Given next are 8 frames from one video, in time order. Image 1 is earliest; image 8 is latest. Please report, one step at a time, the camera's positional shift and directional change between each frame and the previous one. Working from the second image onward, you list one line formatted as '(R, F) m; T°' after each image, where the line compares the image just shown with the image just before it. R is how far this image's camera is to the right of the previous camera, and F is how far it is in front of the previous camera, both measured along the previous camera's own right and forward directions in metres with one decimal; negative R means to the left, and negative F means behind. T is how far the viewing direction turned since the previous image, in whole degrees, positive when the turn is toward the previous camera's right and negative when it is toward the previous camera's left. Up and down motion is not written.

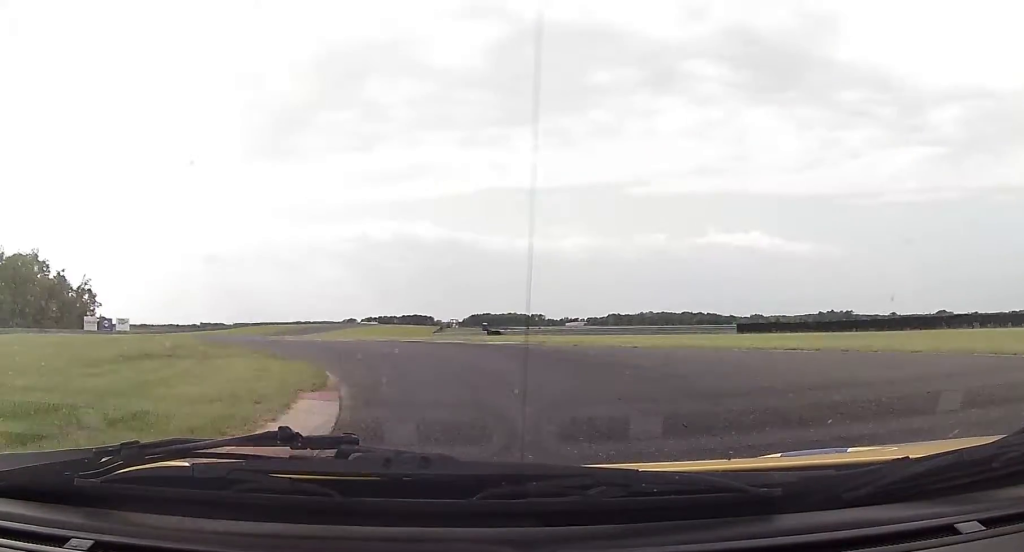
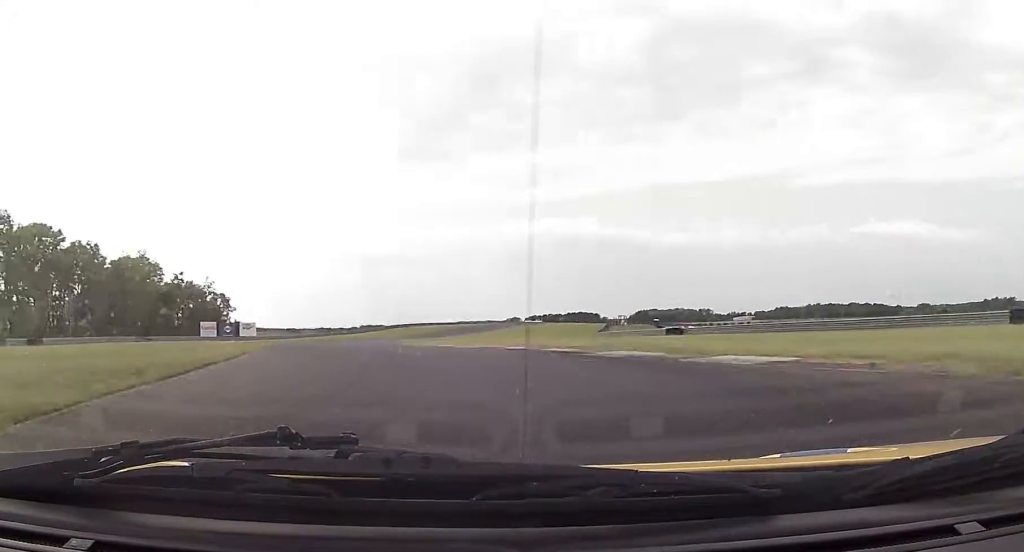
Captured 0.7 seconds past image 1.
(-1.9, +18.5) m; -13°
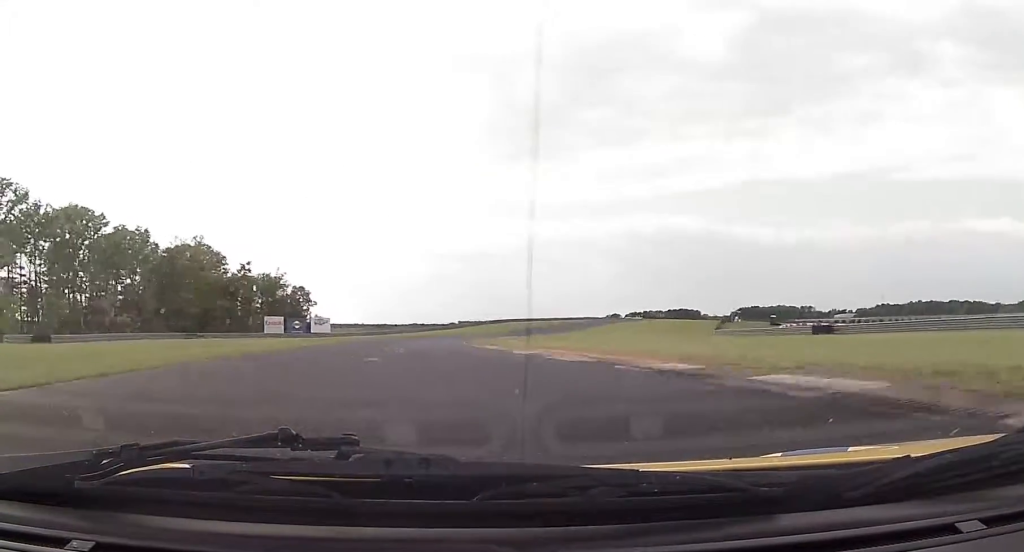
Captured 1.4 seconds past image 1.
(-1.6, +16.5) m; -10°
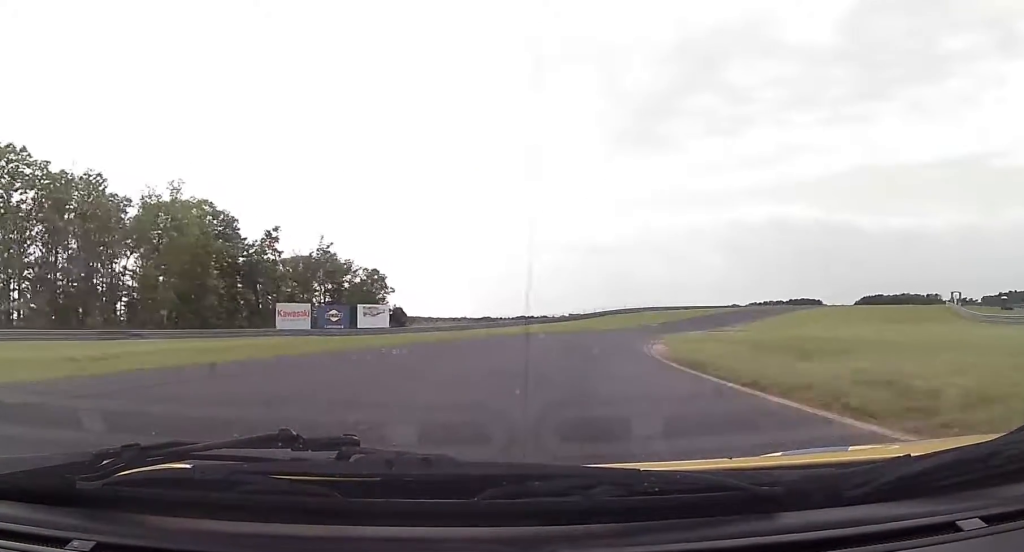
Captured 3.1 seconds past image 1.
(-7.9, +48.4) m; -11°
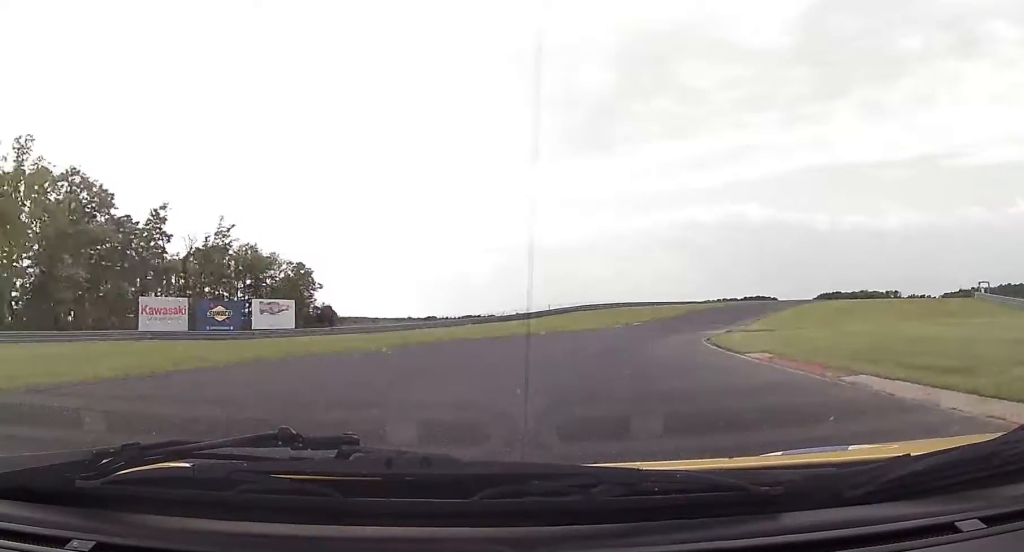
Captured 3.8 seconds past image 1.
(-0.1, +22.1) m; +1°
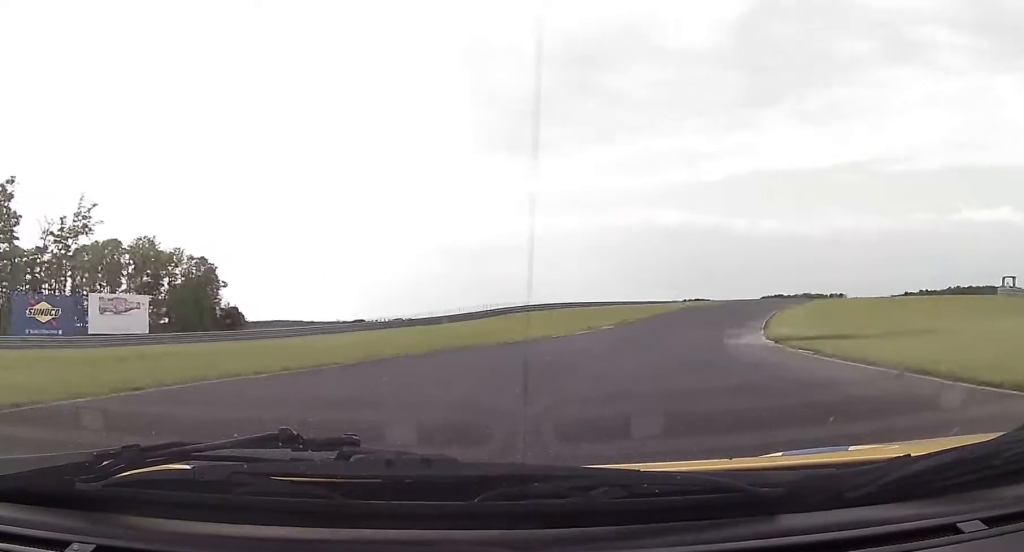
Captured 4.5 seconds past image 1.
(0.0, +20.3) m; +3°
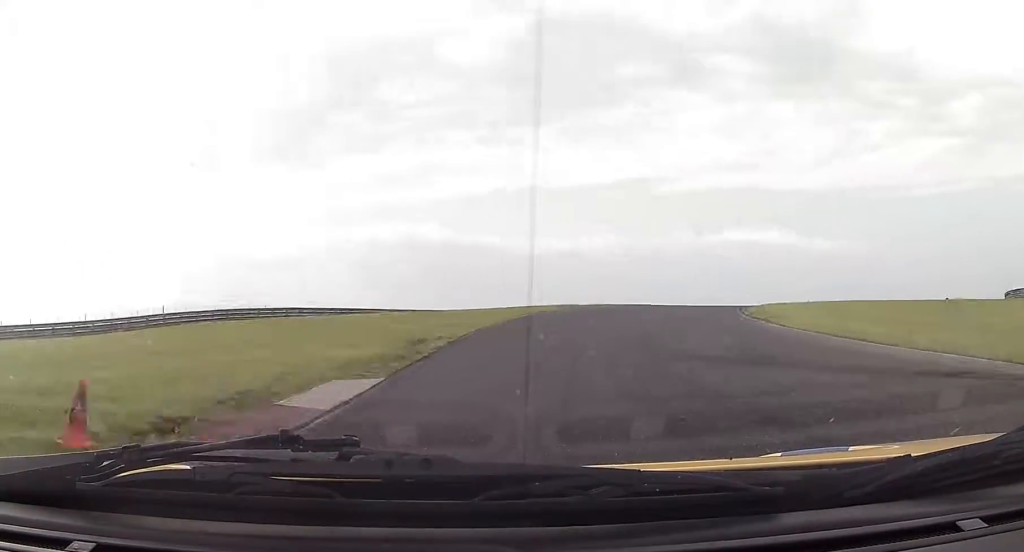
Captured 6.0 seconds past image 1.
(+4.8, +44.3) m; +16°
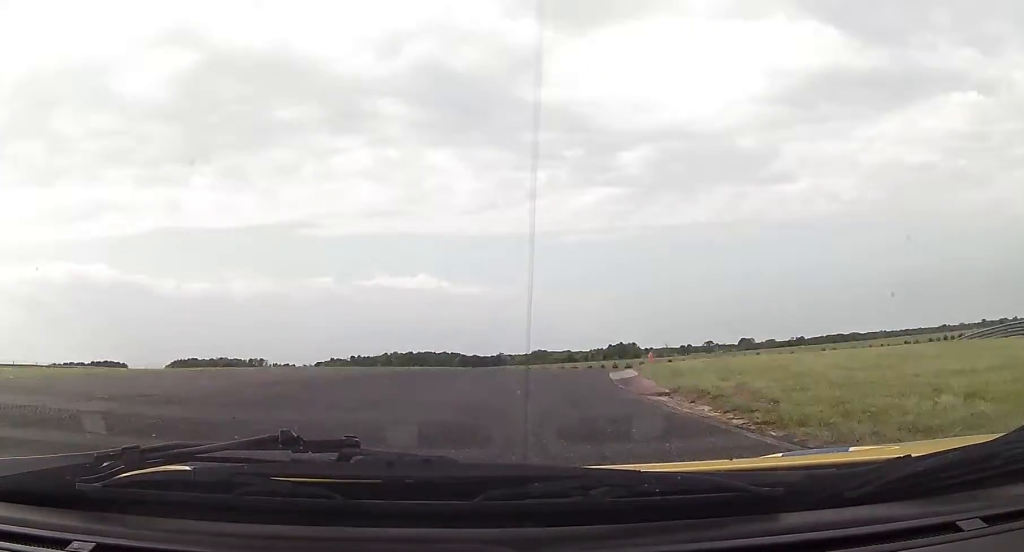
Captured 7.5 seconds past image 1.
(+8.0, +39.8) m; +28°
